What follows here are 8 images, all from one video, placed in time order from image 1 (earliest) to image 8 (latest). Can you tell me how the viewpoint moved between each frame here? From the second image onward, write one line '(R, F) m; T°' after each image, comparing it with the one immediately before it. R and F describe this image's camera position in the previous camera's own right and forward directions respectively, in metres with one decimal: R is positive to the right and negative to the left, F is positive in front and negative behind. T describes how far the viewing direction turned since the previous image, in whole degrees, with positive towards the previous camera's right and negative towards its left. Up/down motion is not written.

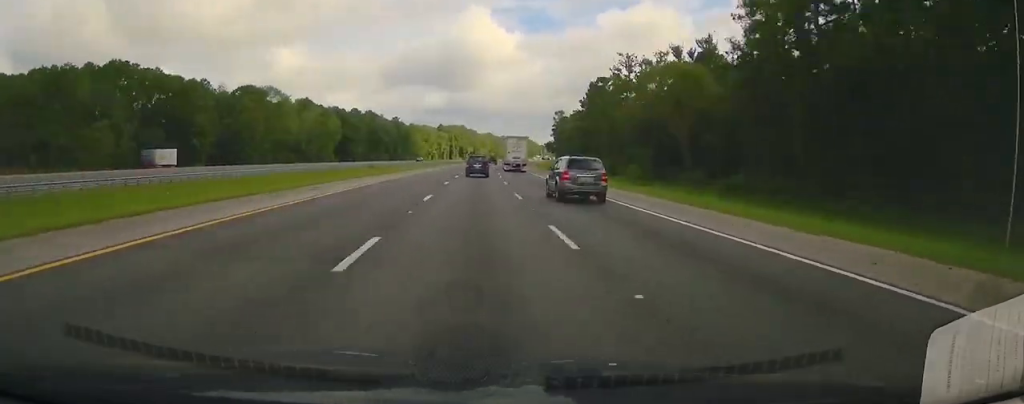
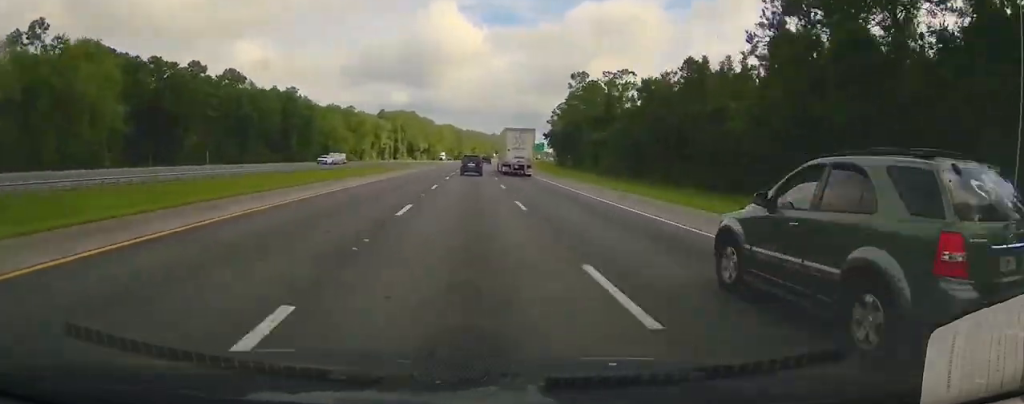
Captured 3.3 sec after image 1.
(+4.0, +115.2) m; +4°
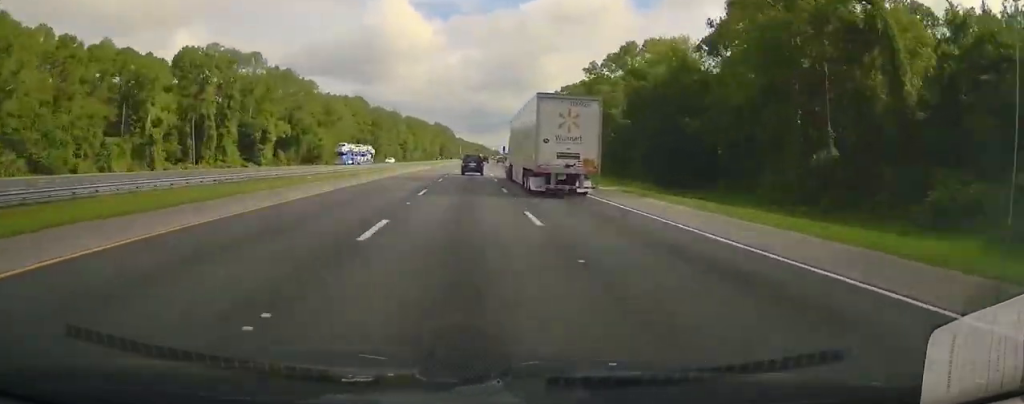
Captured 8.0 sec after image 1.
(+7.7, +162.6) m; +5°
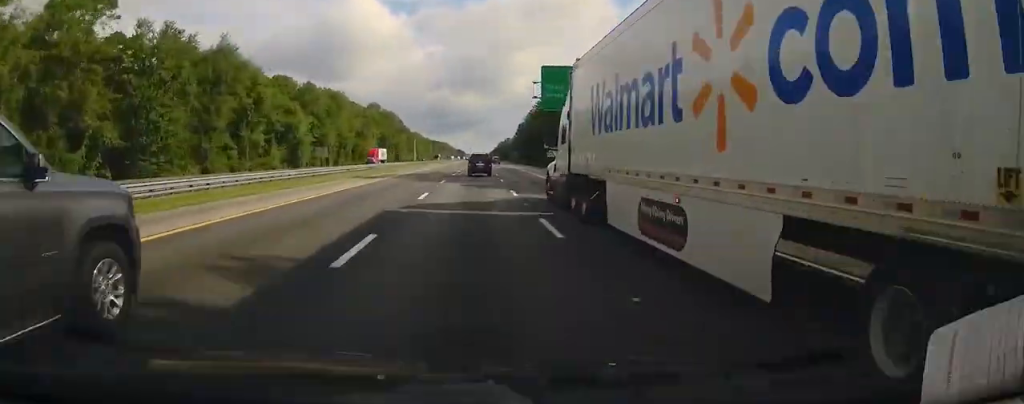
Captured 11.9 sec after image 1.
(+4.4, +135.7) m; +3°
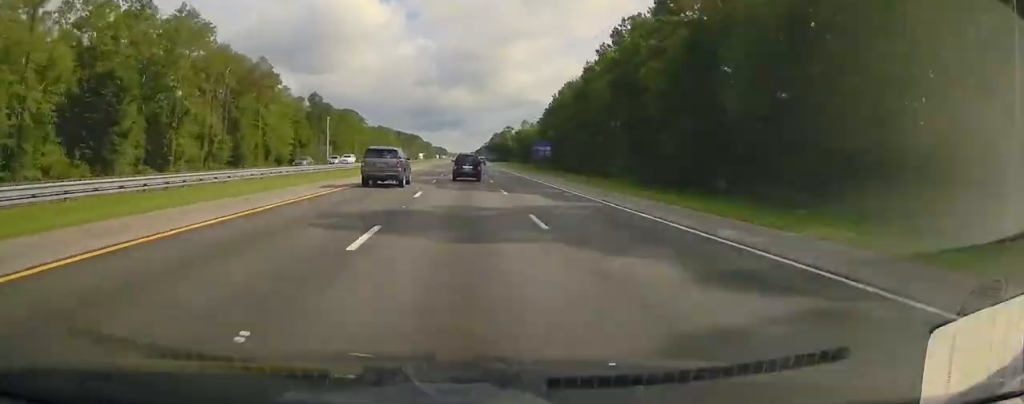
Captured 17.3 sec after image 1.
(+3.9, +192.7) m; +1°
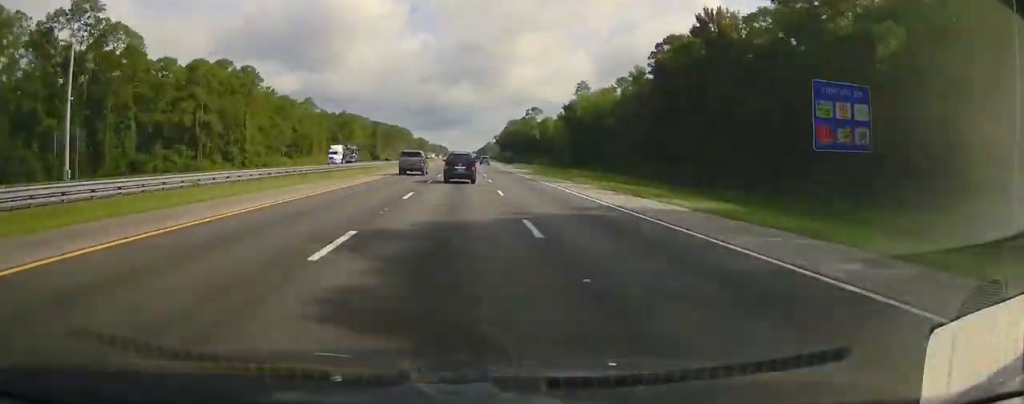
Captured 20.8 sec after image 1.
(-0.9, +122.1) m; 0°
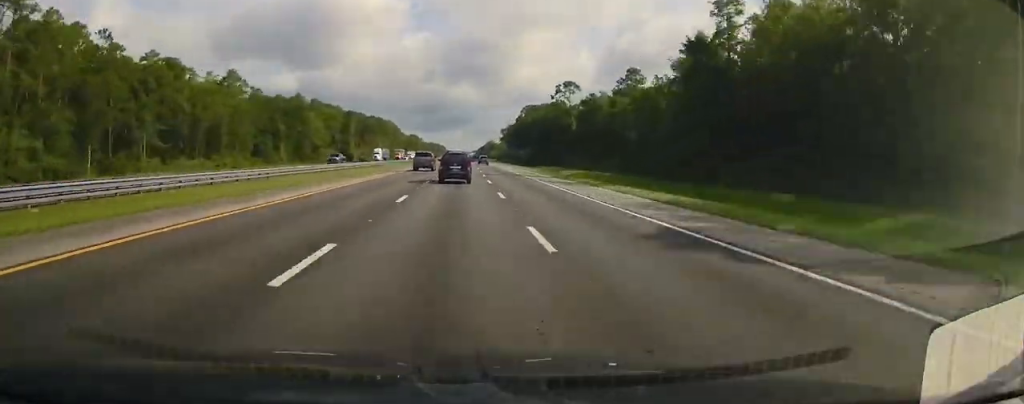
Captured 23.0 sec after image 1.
(-0.2, +75.1) m; 0°
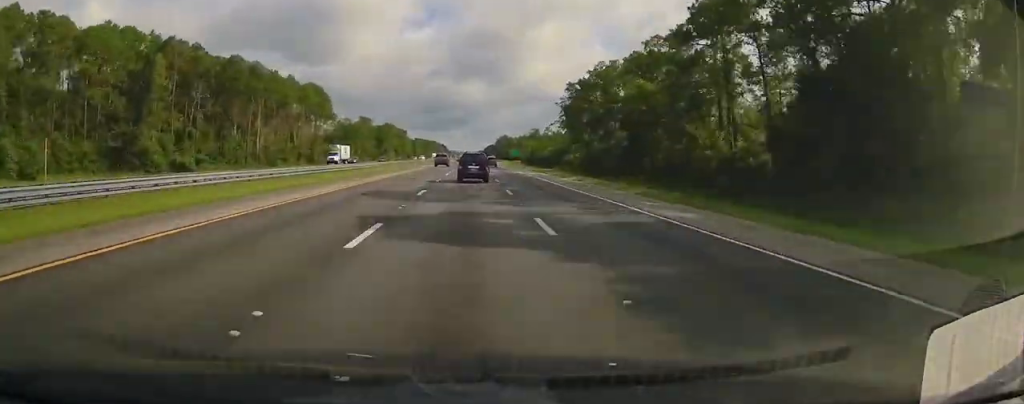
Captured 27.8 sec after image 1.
(+0.2, +168.7) m; 0°
